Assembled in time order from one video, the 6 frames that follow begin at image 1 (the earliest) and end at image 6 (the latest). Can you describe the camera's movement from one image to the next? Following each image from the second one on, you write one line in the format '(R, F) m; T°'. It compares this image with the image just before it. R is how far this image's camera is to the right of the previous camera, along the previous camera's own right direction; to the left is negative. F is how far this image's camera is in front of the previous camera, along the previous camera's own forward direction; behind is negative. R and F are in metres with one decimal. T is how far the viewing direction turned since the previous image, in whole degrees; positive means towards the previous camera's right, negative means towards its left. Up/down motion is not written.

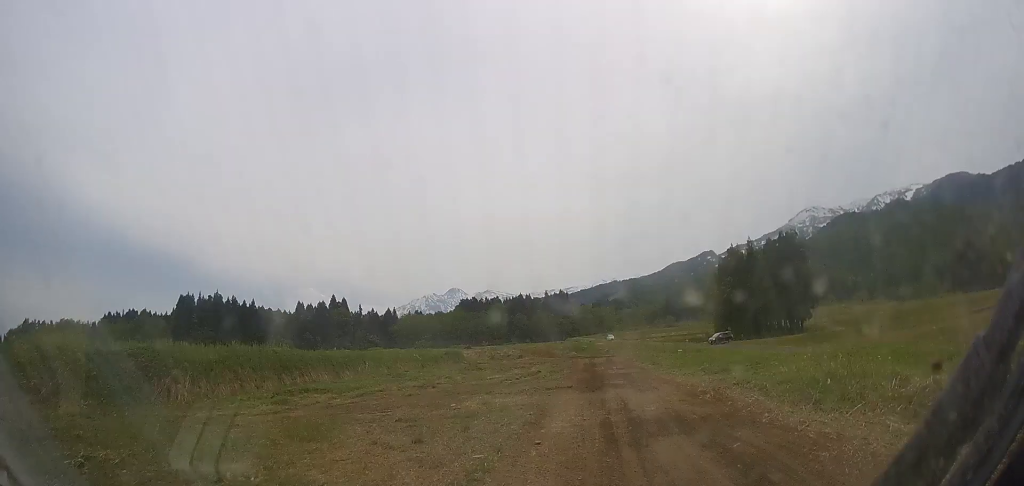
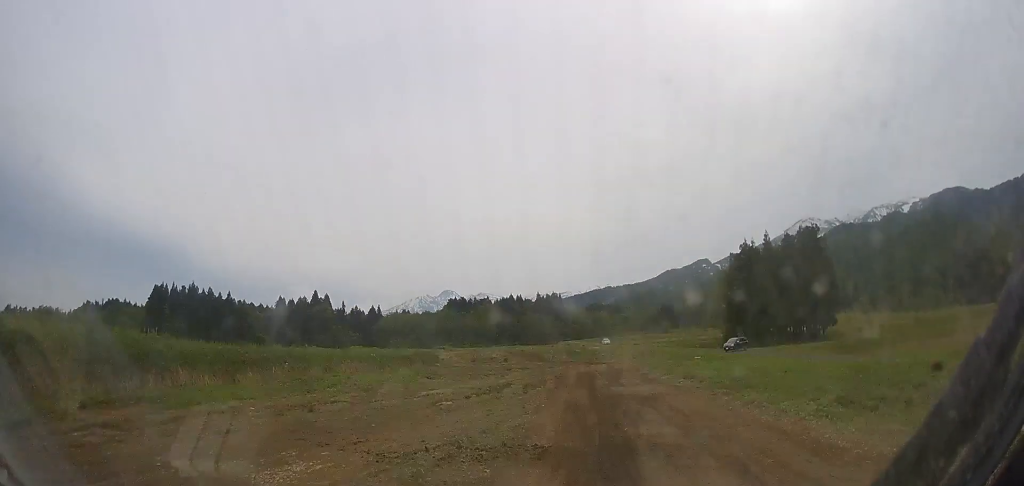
(0.0, +13.9) m; -1°
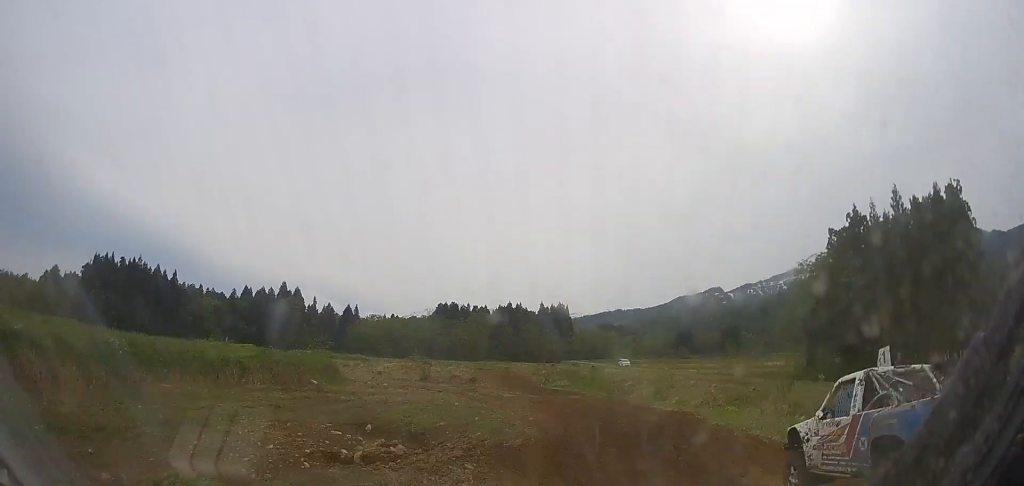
(-1.1, +42.1) m; -3°
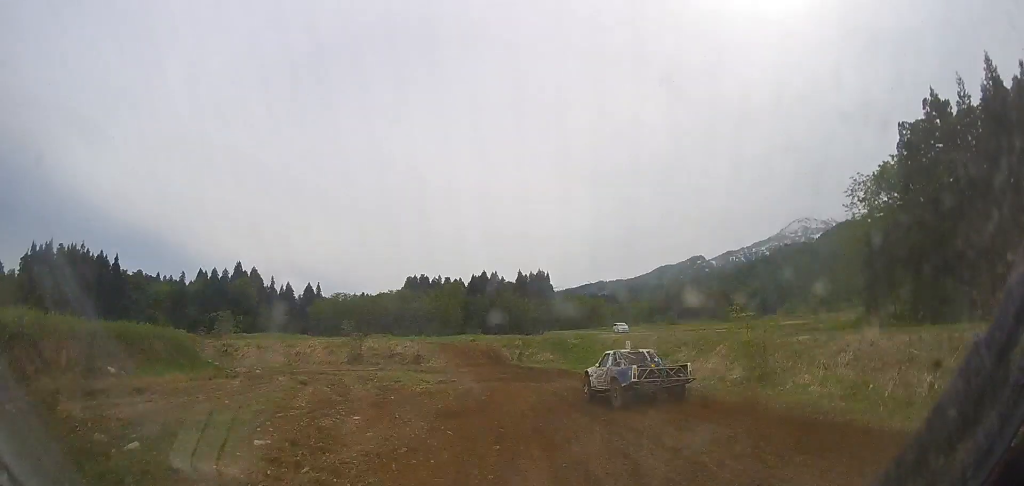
(-0.3, +22.1) m; -6°
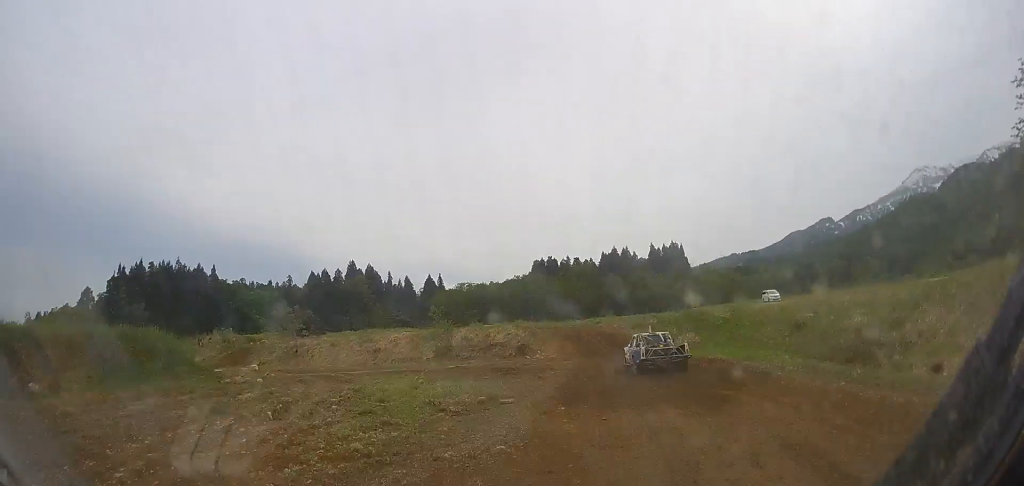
(-0.9, +12.2) m; -8°
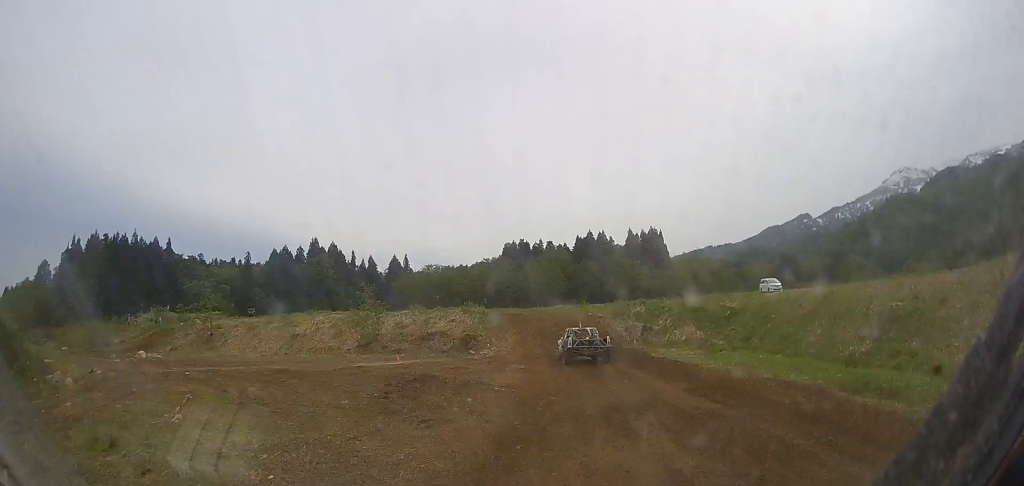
(-0.9, +9.3) m; -5°
